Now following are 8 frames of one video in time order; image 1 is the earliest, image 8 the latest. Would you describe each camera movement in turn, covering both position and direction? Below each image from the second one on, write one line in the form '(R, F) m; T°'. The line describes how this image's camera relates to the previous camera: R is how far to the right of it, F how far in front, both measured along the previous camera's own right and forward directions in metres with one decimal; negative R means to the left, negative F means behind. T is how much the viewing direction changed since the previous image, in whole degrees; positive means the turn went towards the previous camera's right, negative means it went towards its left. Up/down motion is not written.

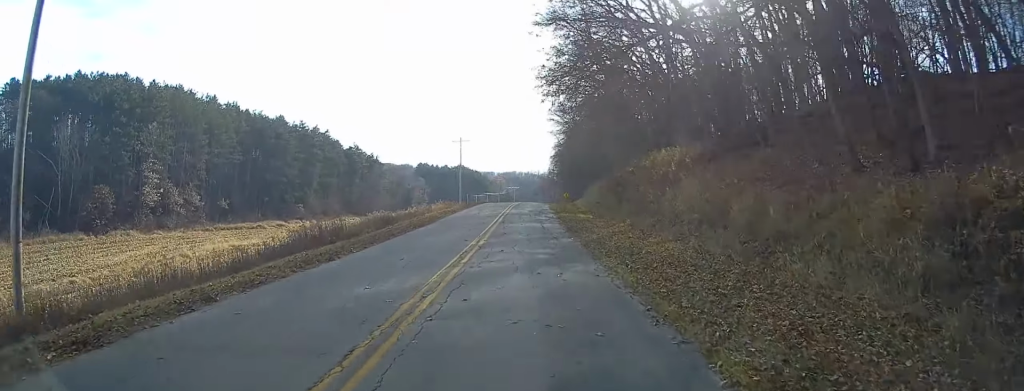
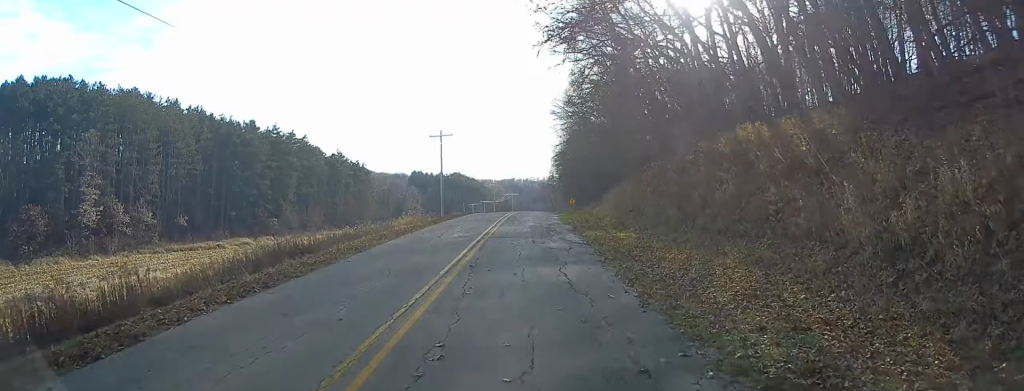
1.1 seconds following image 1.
(-0.3, +18.3) m; 0°
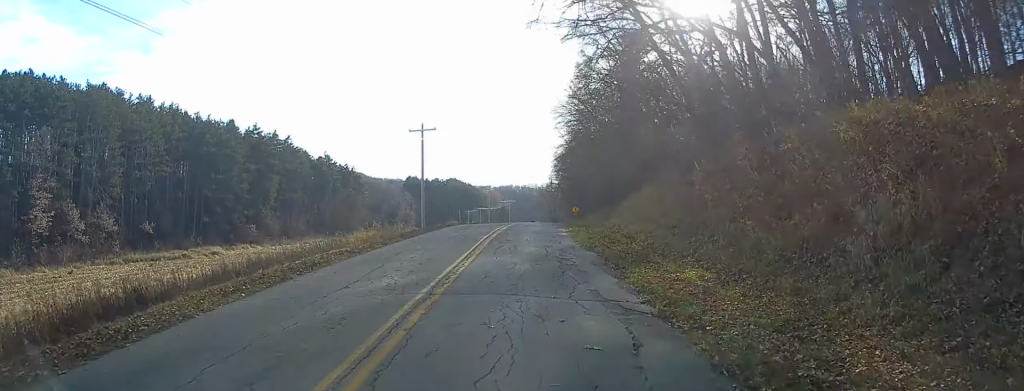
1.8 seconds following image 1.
(+0.3, +12.0) m; +1°
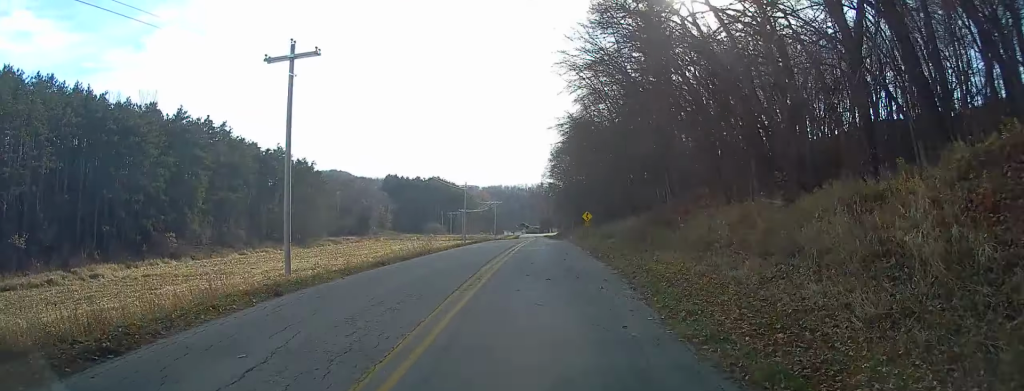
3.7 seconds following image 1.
(0.0, +32.1) m; -2°
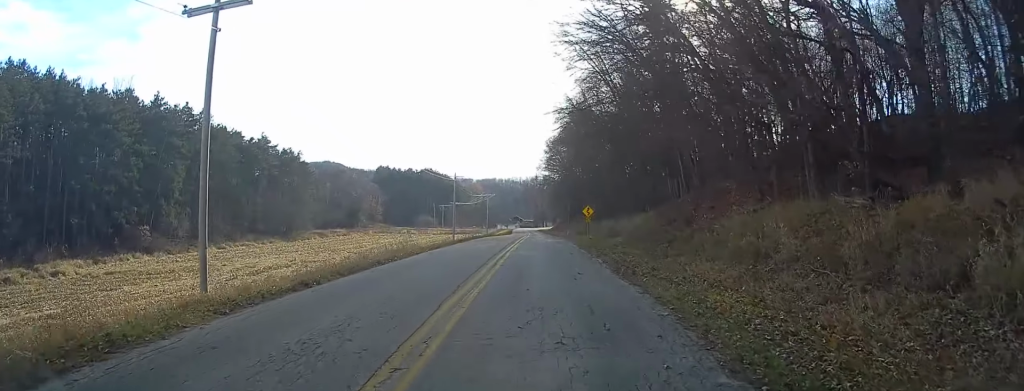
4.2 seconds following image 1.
(-0.2, +6.9) m; -1°
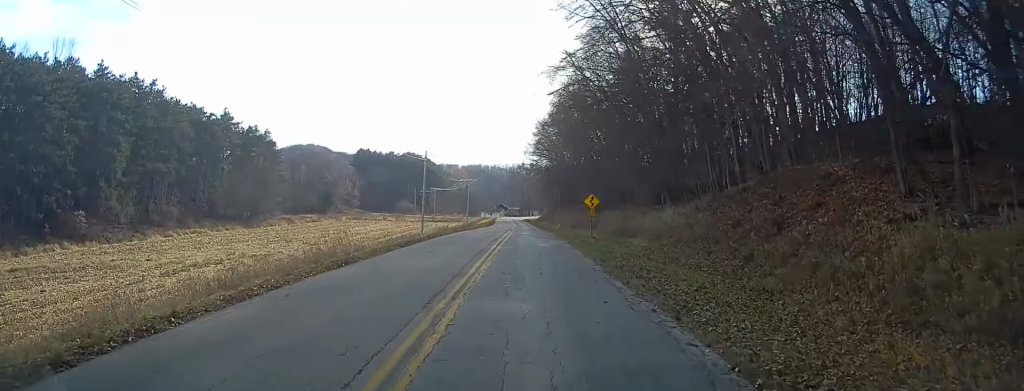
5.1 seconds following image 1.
(0.0, +14.7) m; +2°
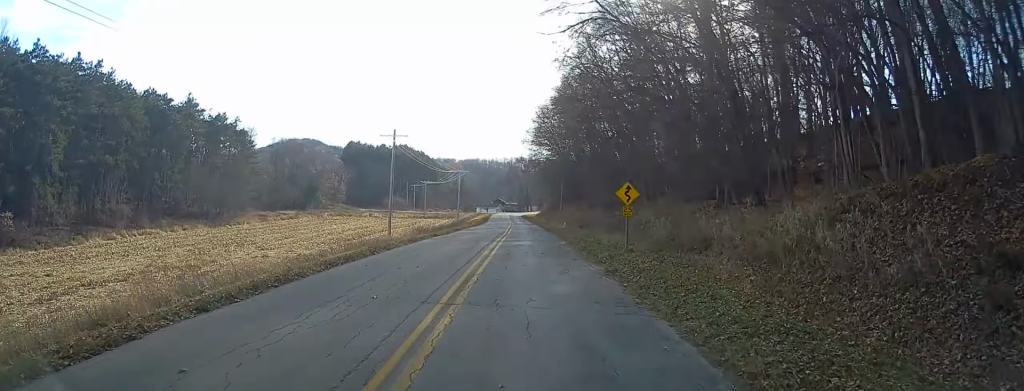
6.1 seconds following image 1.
(+0.5, +16.4) m; +2°
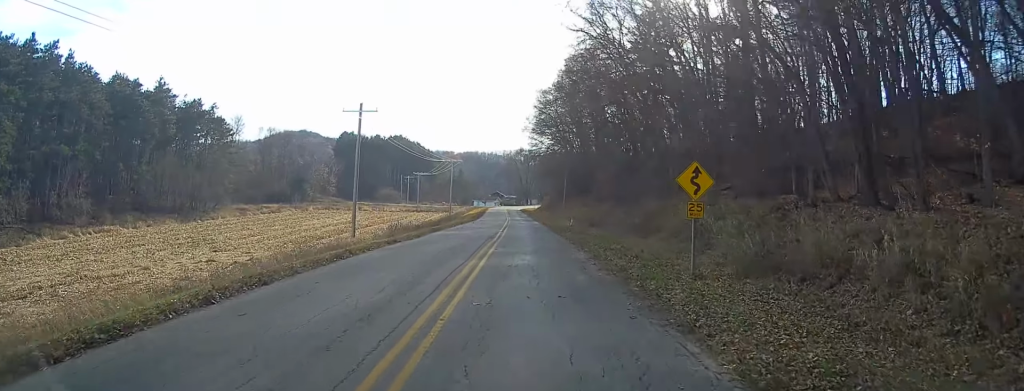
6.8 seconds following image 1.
(+0.1, +11.2) m; 0°
